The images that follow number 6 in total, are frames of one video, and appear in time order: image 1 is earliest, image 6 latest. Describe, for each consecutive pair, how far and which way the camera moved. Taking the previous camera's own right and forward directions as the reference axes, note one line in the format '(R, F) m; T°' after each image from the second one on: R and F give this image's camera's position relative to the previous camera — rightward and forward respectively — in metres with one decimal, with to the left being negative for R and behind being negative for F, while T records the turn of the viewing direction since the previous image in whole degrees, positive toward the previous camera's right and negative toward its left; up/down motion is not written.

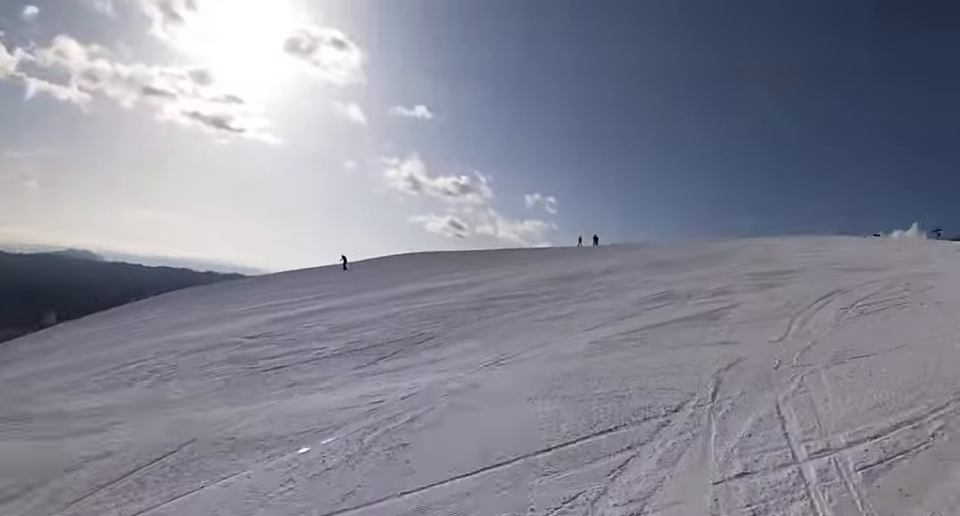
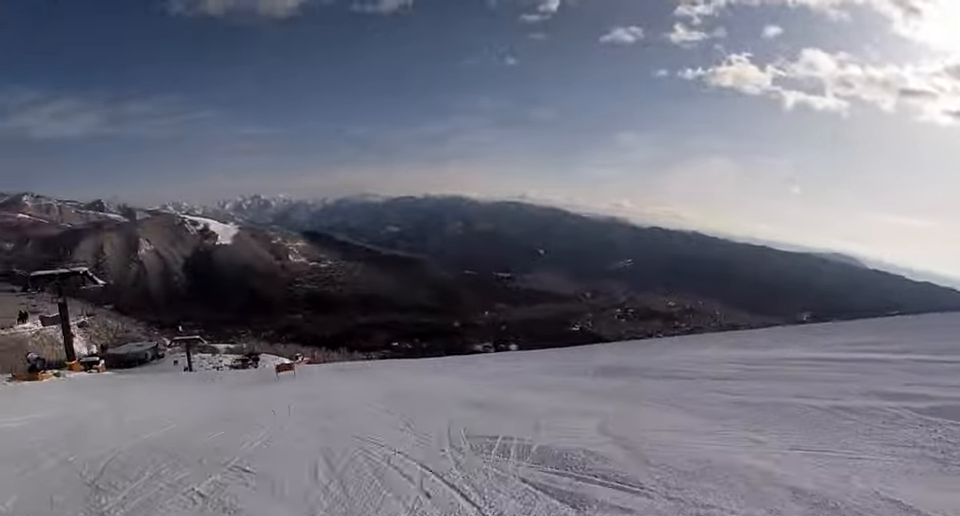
(-1.9, +11.8) m; -30°
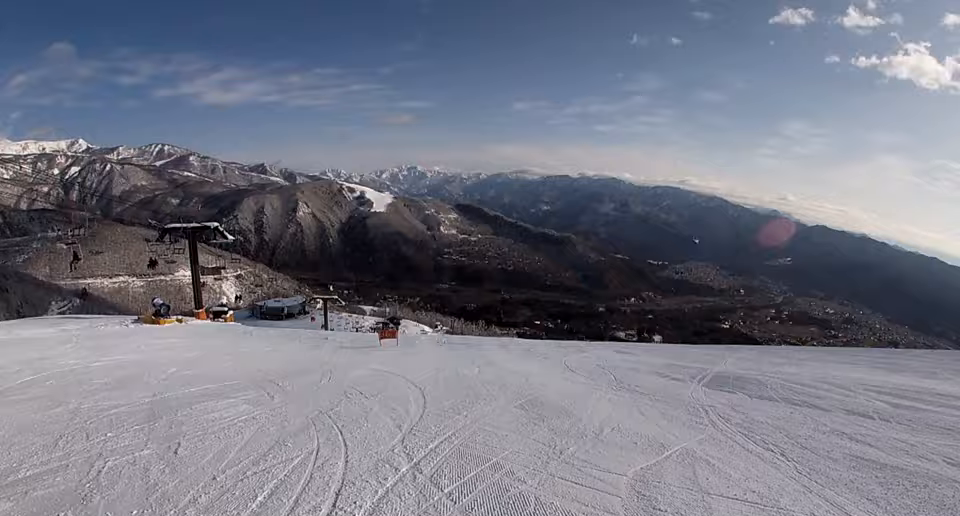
(-0.4, +3.1) m; -14°
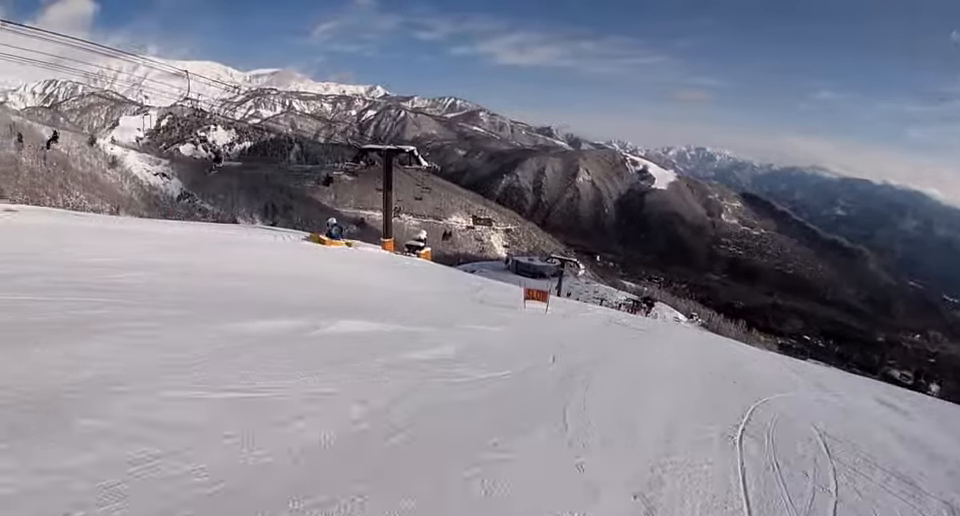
(-4.6, +9.2) m; -53°
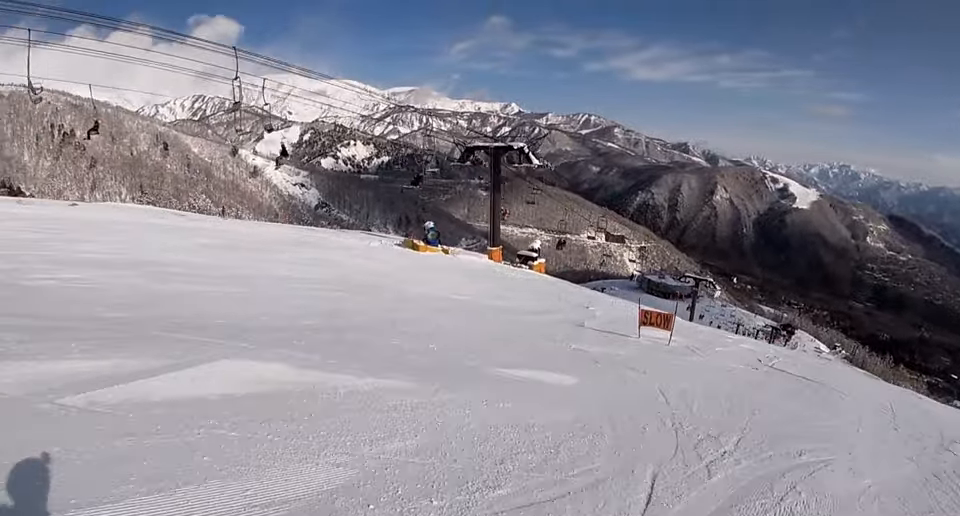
(-1.0, +5.0) m; -11°
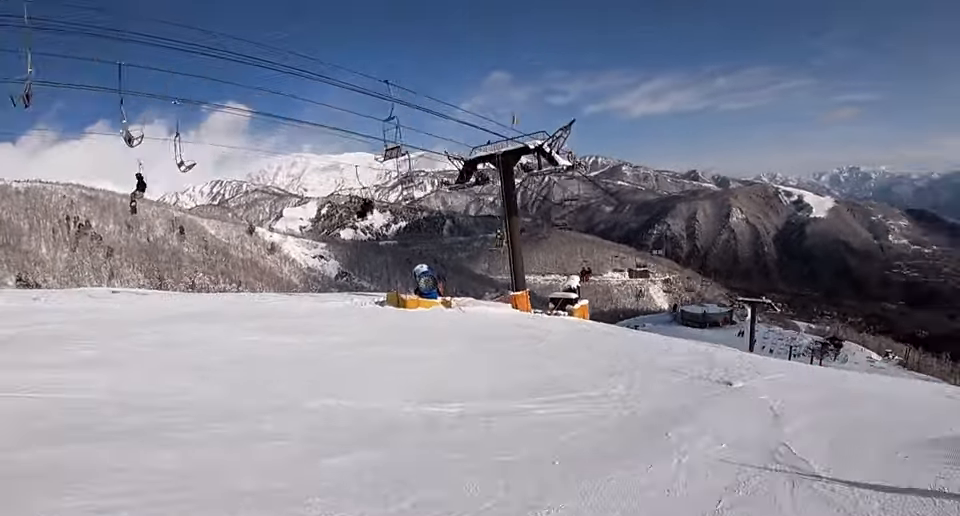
(-0.5, +10.5) m; +9°
